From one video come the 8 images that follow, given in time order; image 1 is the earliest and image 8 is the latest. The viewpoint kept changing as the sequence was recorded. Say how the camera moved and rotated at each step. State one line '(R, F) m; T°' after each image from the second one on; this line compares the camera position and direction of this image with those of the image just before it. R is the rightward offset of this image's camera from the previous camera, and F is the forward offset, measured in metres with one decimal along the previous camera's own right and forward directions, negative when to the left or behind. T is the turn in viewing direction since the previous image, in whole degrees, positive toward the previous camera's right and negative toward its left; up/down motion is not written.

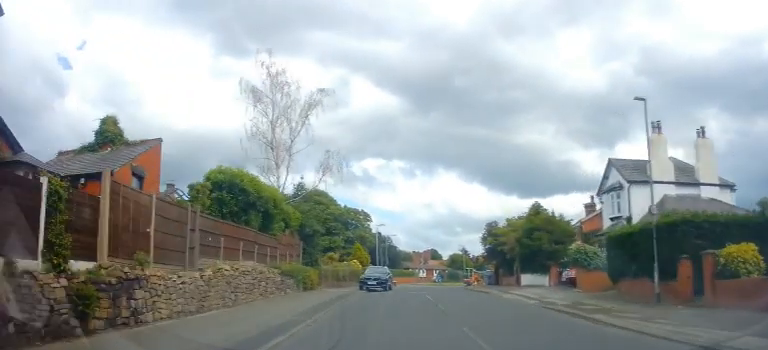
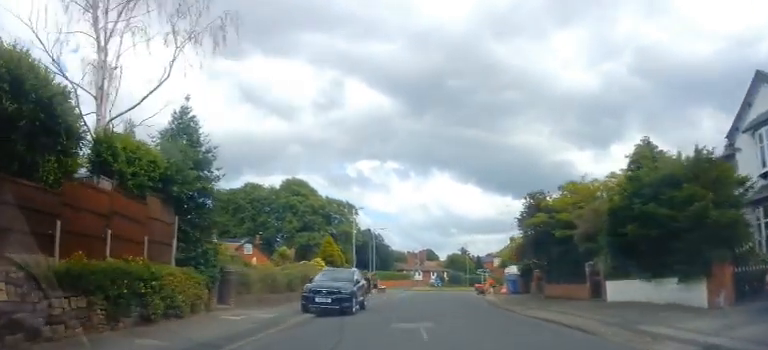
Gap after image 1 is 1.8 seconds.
(0.0, +14.5) m; 0°
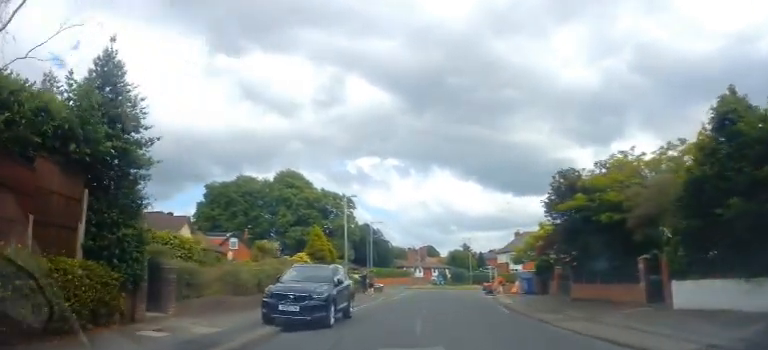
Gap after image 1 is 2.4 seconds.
(0.0, +4.6) m; 0°
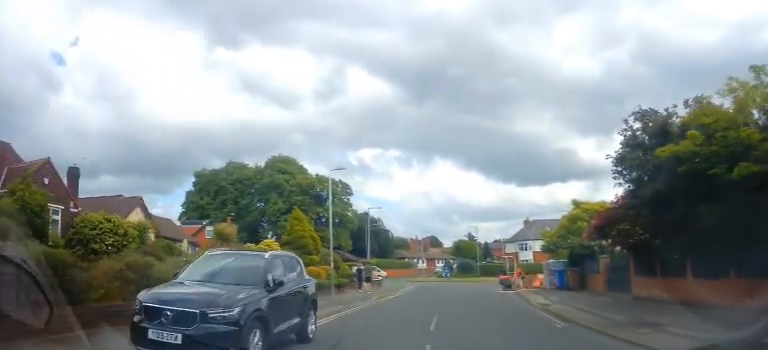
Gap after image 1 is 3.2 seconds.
(0.0, +6.2) m; 0°
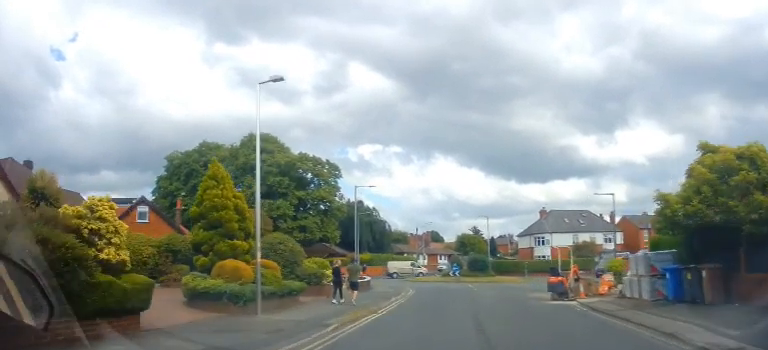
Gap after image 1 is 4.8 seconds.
(0.0, +11.7) m; 0°
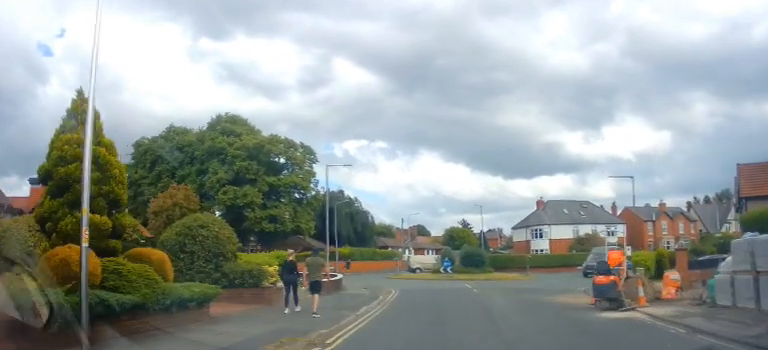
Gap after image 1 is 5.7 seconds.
(0.0, +6.8) m; +1°
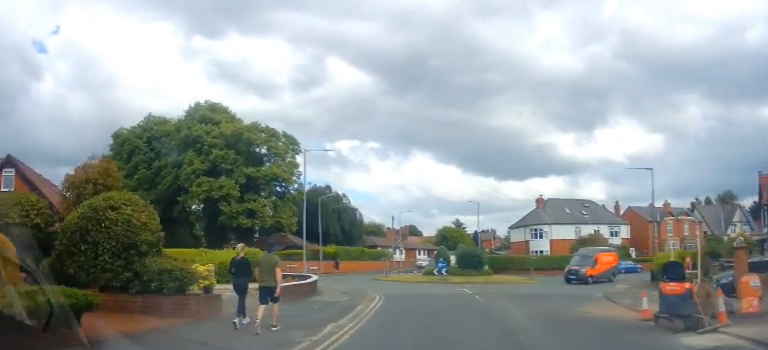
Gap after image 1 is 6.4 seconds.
(+0.1, +4.6) m; +1°
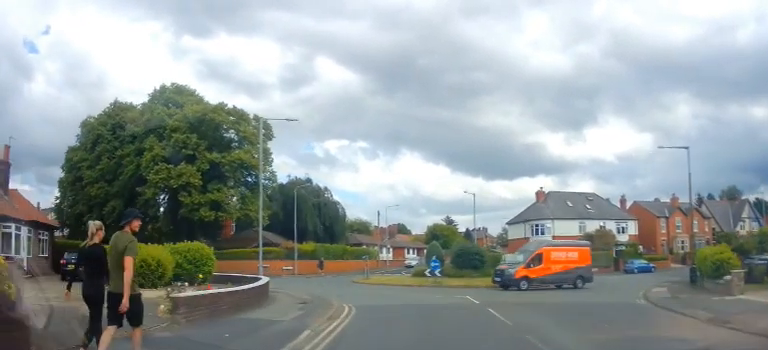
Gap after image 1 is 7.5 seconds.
(+0.1, +6.1) m; +2°
